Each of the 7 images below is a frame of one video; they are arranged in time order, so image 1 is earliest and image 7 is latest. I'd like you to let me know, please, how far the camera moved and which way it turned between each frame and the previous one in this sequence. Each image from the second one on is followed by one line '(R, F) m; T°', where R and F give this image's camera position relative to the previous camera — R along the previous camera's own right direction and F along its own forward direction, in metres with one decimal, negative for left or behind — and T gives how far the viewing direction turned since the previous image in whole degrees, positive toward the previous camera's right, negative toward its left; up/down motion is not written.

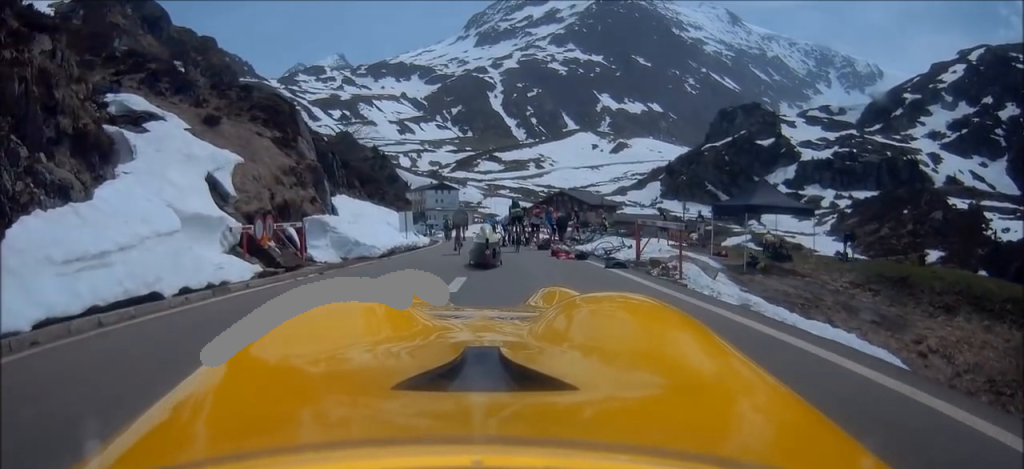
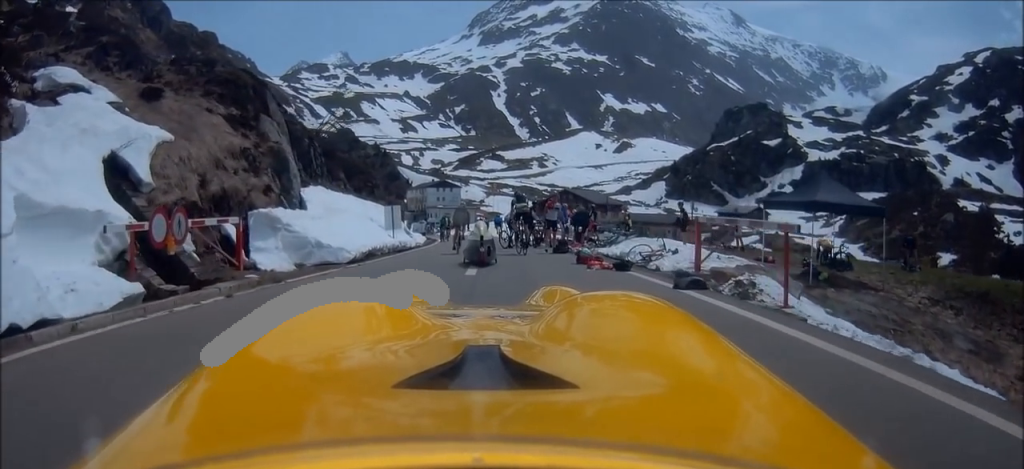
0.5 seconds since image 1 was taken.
(-0.1, +3.7) m; -1°
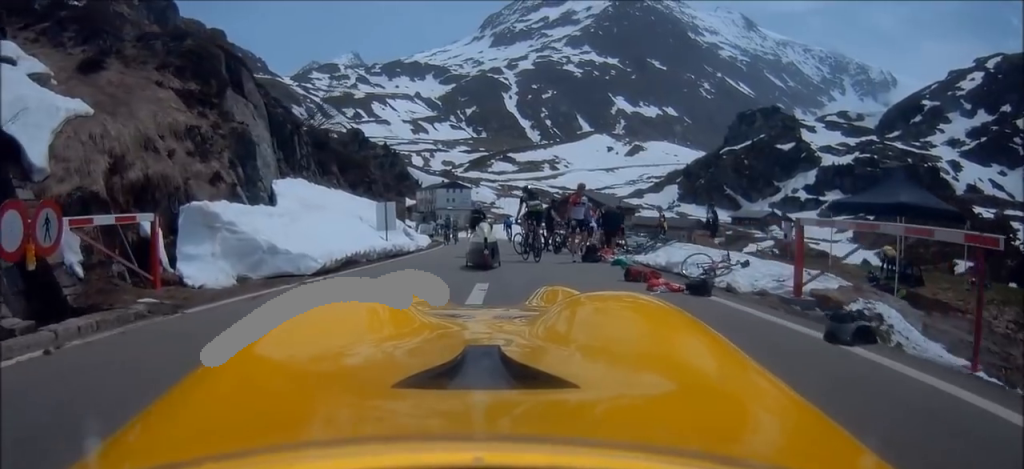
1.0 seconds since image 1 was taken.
(-0.1, +3.1) m; -1°
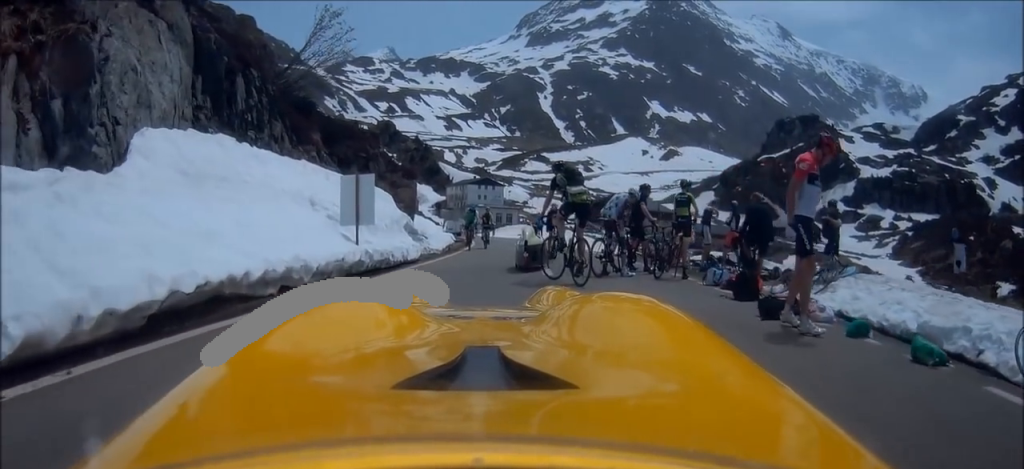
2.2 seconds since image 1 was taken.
(+0.1, +6.7) m; +3°
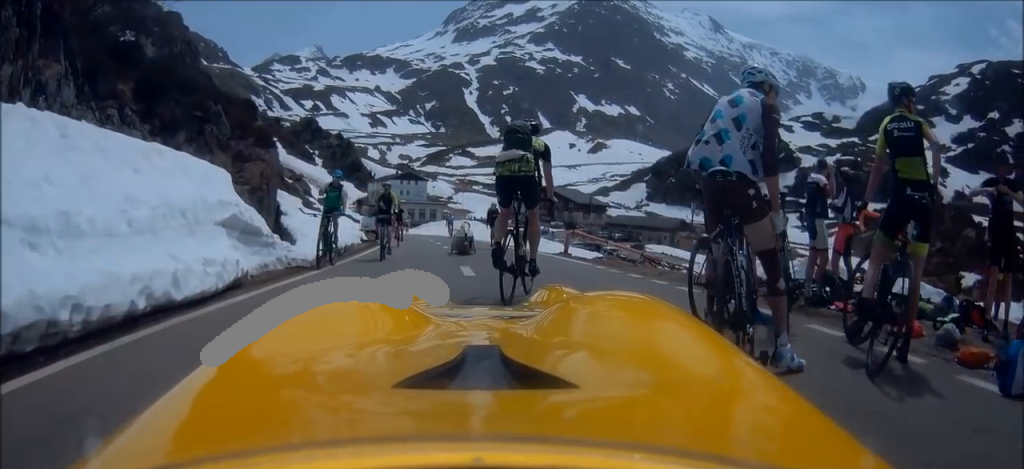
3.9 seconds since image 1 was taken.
(+0.1, +7.5) m; -2°
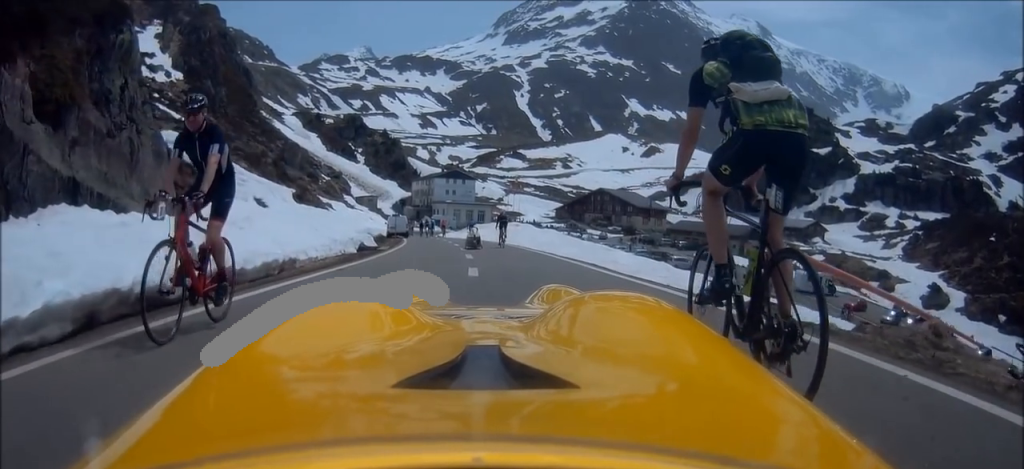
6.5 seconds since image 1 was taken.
(-0.3, +10.4) m; +2°
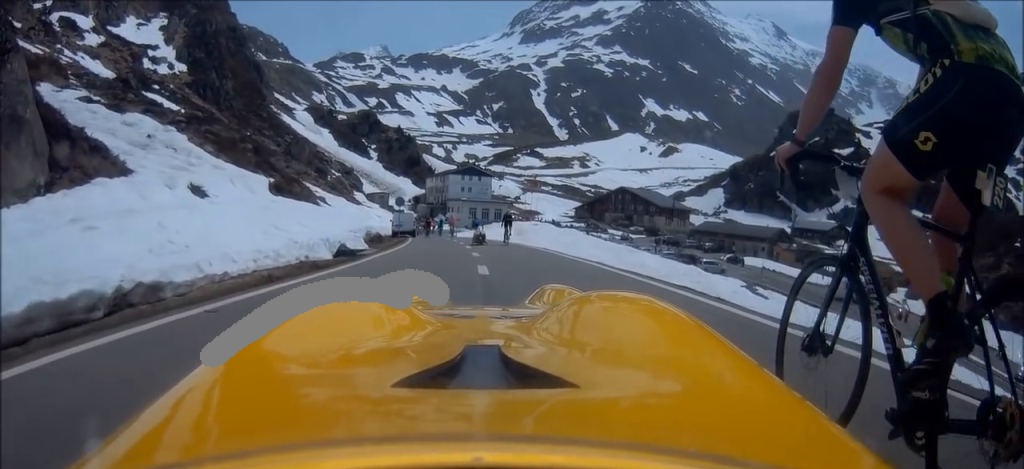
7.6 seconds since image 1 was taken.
(+0.1, +5.4) m; -3°
